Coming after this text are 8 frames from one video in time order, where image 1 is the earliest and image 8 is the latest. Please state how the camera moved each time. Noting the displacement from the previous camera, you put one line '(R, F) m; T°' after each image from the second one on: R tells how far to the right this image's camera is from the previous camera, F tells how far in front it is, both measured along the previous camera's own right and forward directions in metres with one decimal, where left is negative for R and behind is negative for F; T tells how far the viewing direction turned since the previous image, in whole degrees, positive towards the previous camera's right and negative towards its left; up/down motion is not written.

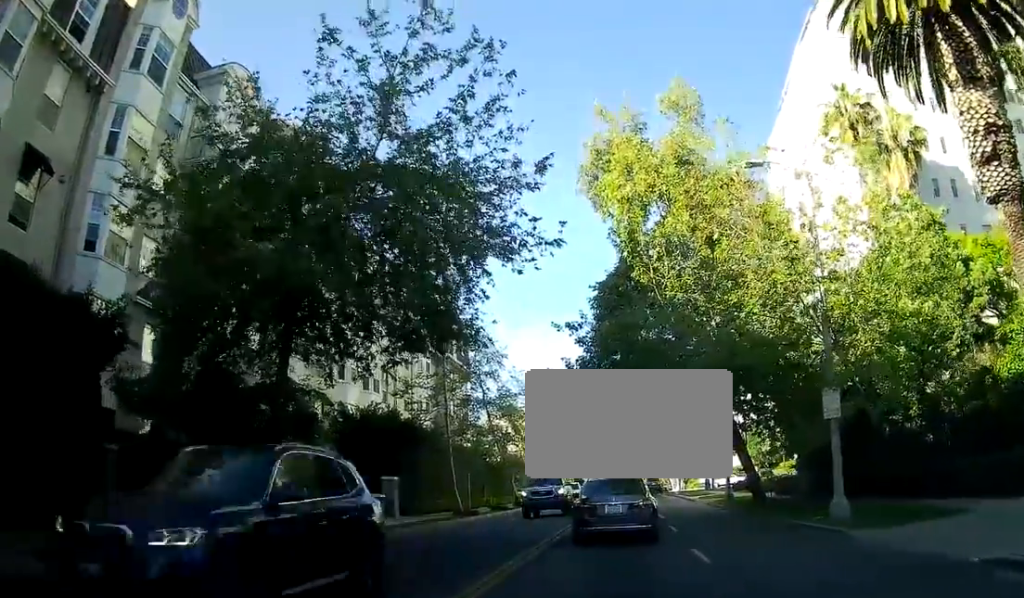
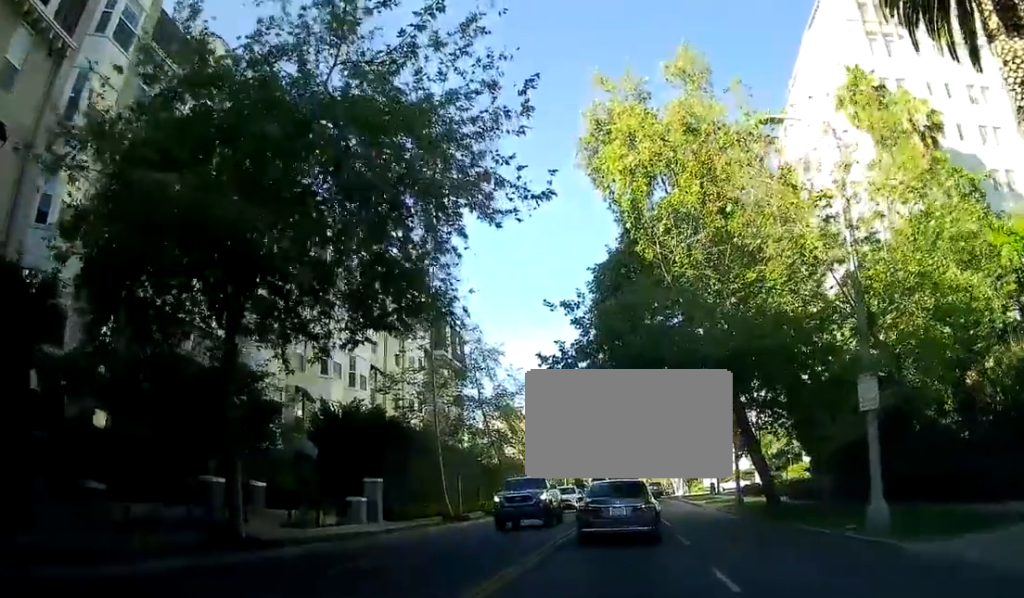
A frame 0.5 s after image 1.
(0.0, +2.8) m; -1°
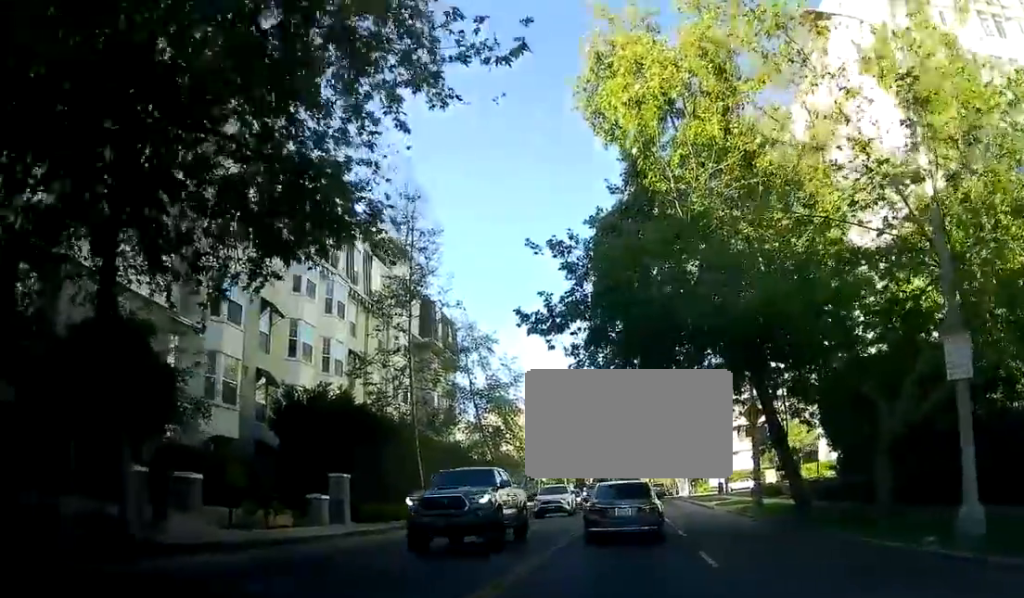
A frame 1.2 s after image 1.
(-0.1, +4.5) m; -1°
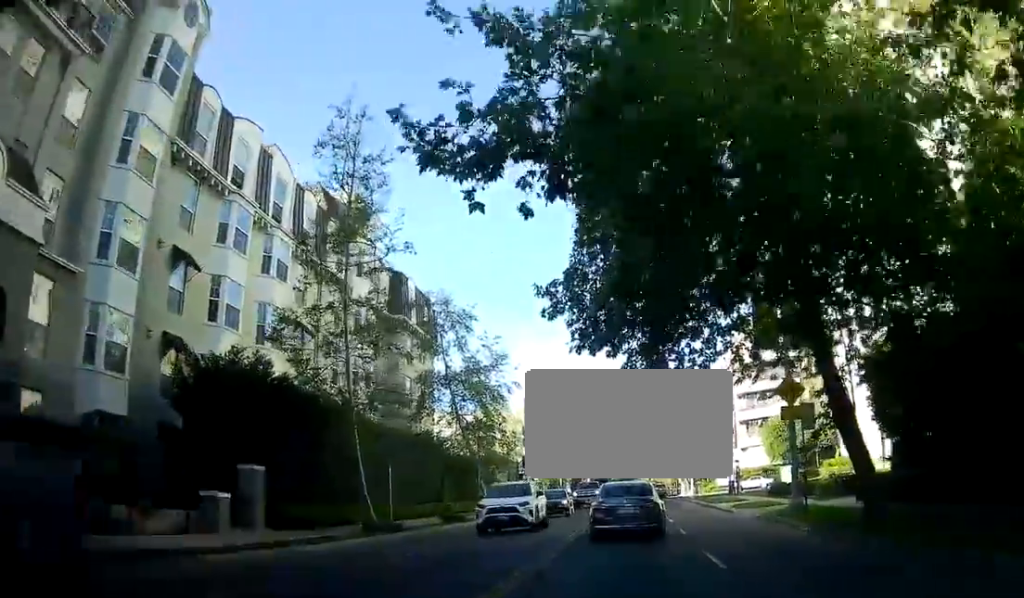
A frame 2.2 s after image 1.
(-0.1, +7.1) m; -1°
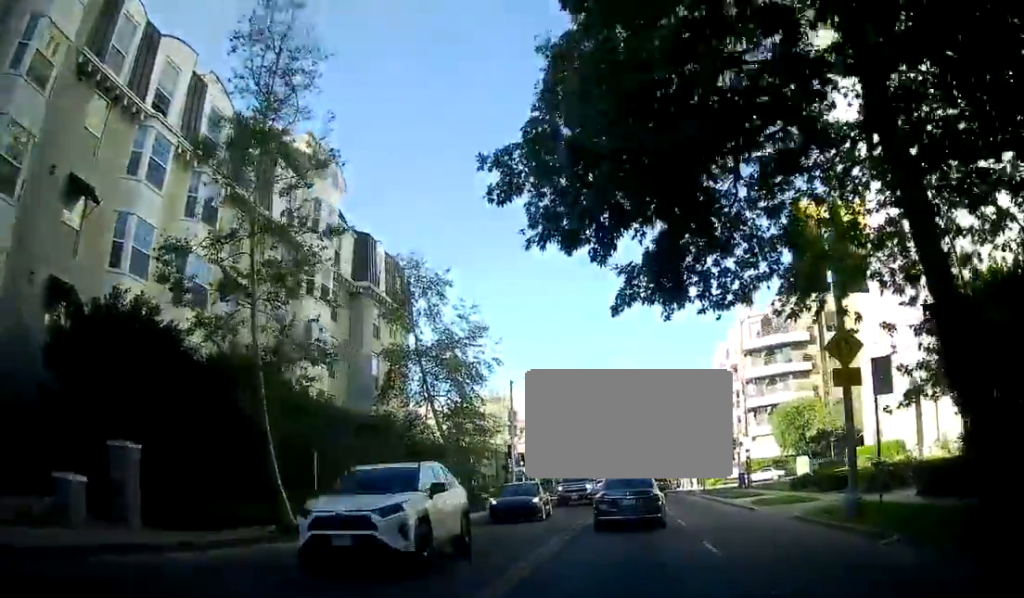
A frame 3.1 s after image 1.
(0.0, +6.8) m; +1°
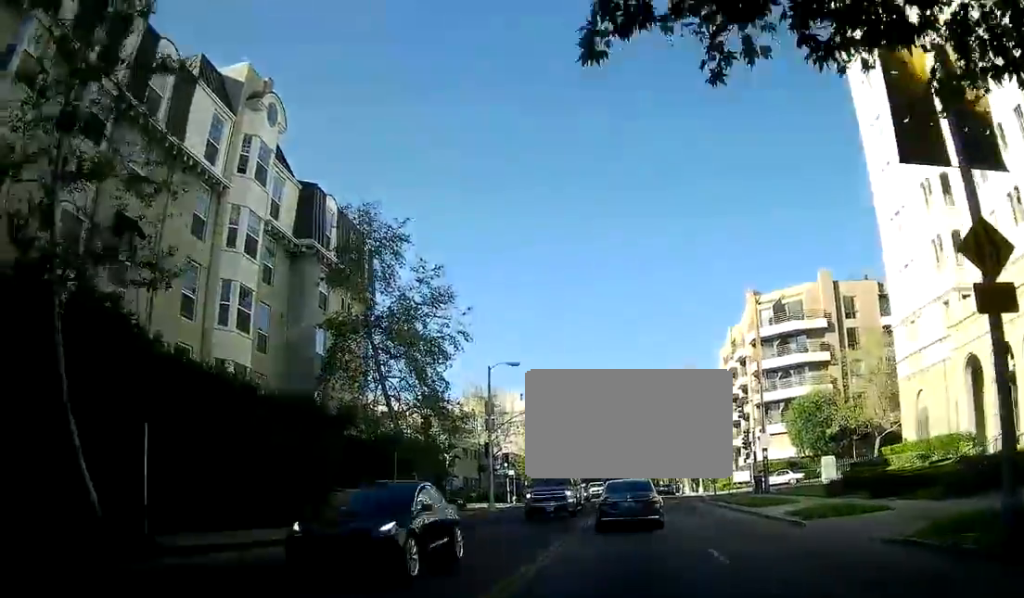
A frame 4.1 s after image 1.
(+0.1, +8.4) m; +2°
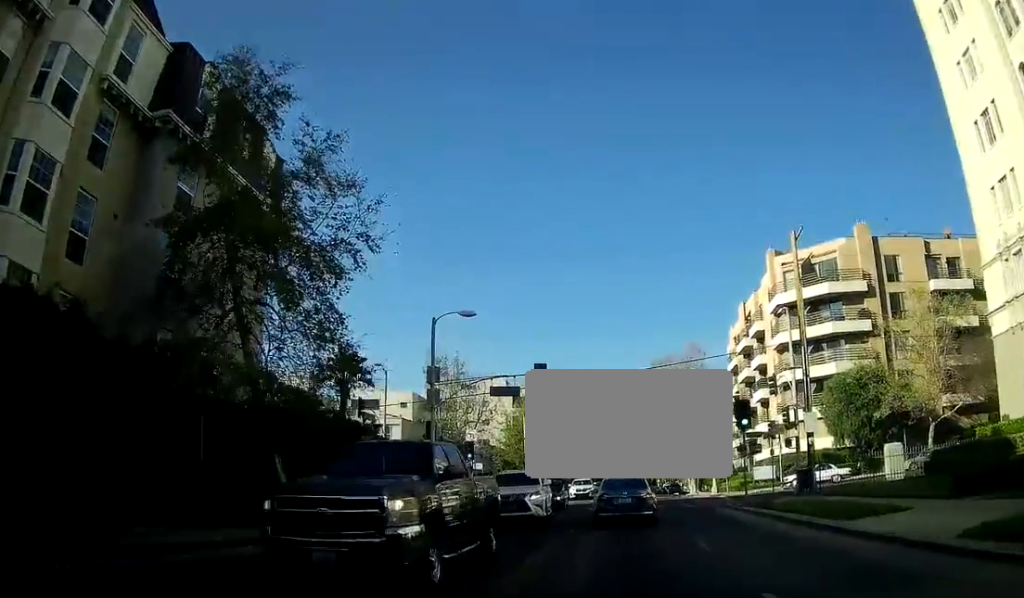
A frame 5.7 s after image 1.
(+0.2, +13.1) m; +2°
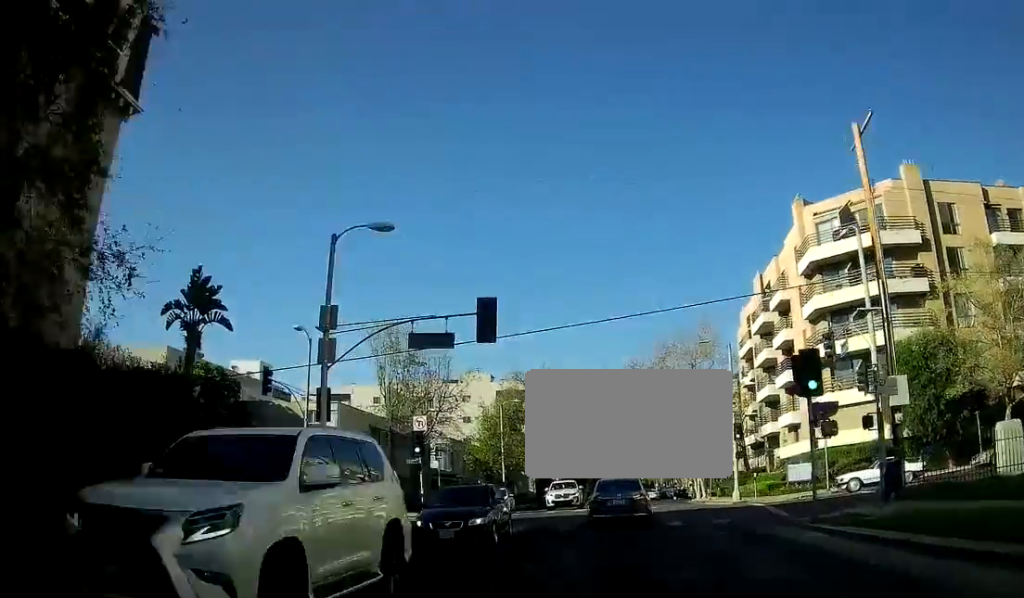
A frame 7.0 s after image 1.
(+0.1, +11.9) m; +1°
